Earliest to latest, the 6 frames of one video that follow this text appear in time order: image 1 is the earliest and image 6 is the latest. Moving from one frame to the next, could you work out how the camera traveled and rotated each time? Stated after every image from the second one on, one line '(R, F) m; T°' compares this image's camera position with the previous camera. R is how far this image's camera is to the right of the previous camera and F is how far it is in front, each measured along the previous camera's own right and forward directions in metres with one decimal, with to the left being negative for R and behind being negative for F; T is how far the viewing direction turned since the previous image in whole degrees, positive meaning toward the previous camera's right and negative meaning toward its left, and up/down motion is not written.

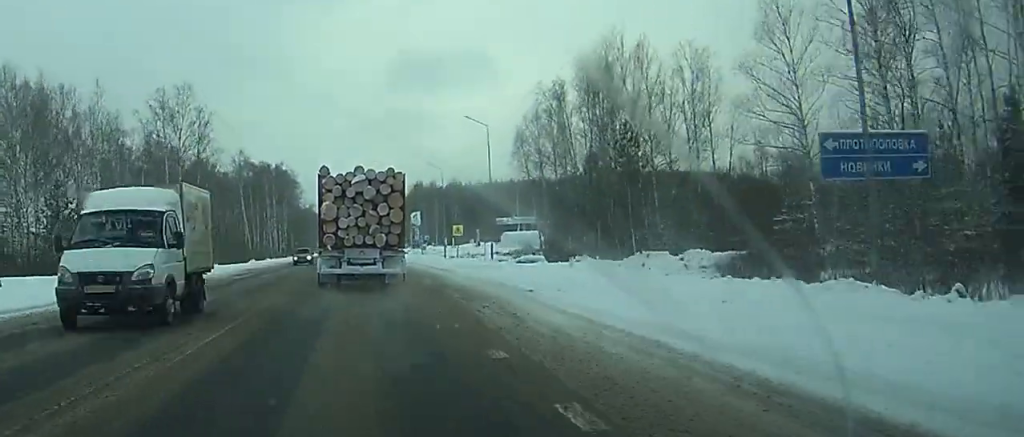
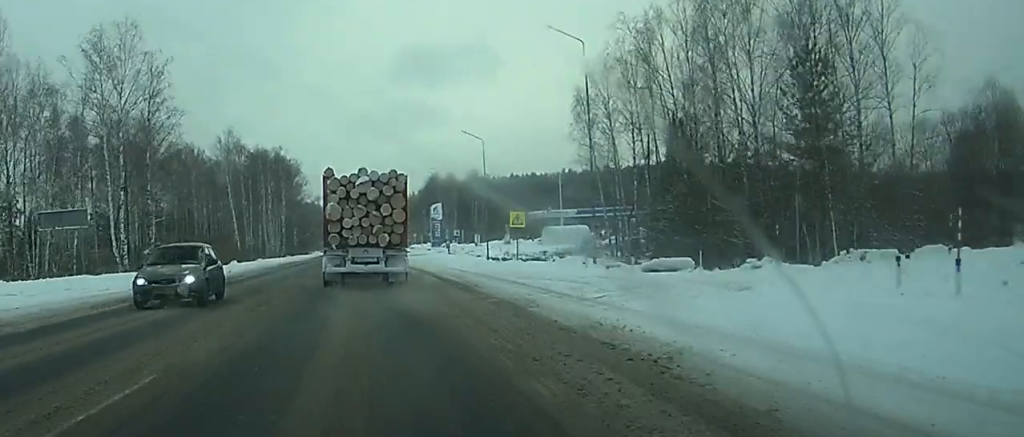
(+0.1, +27.0) m; 0°
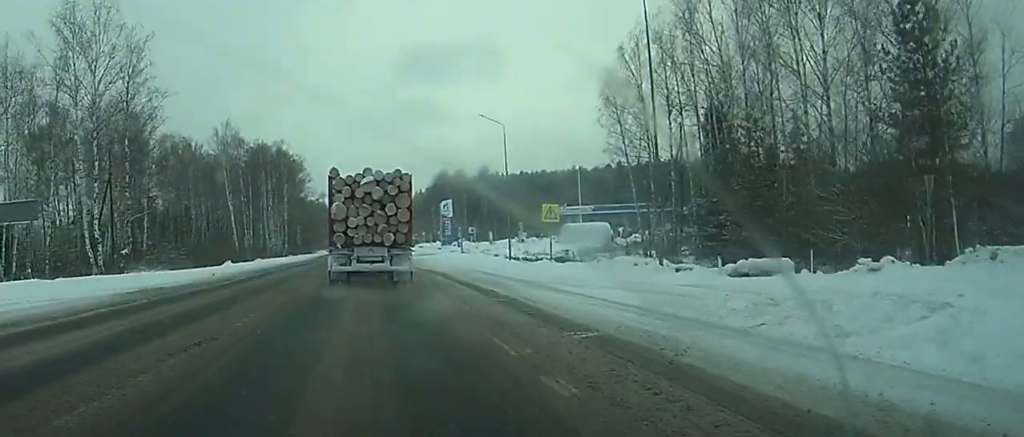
(0.0, +8.1) m; 0°
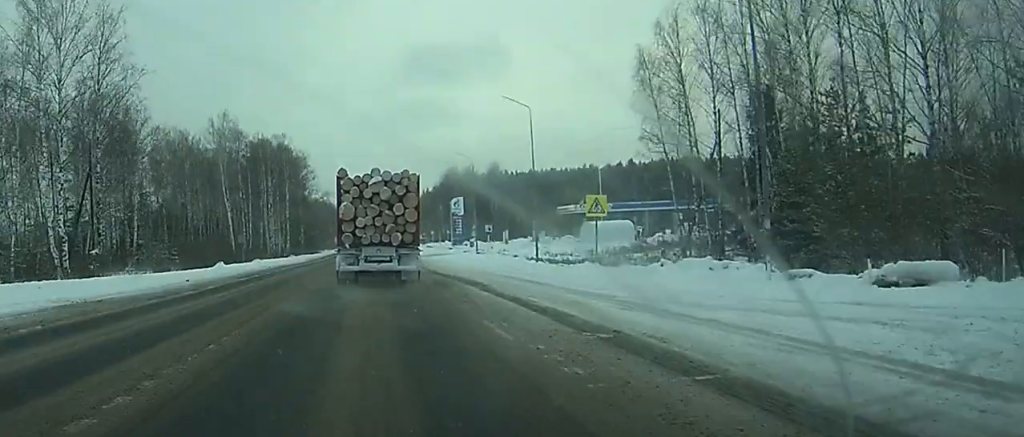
(0.0, +8.2) m; 0°
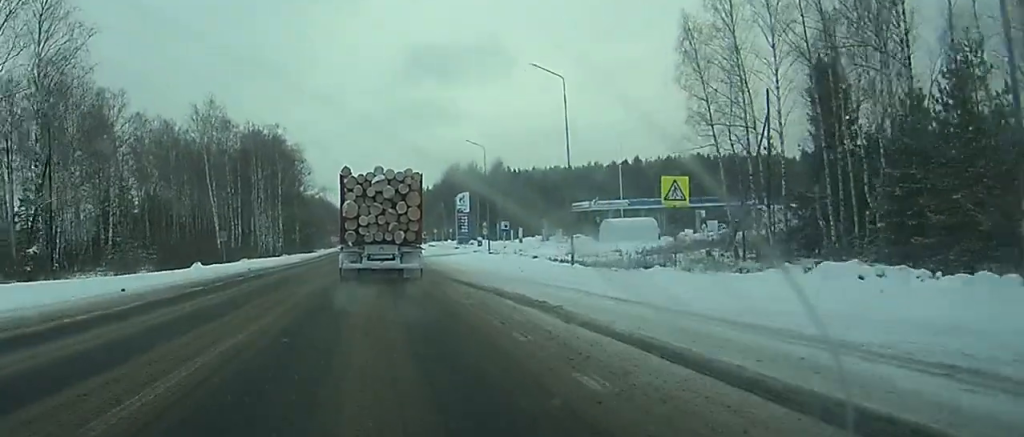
(0.0, +10.1) m; 0°
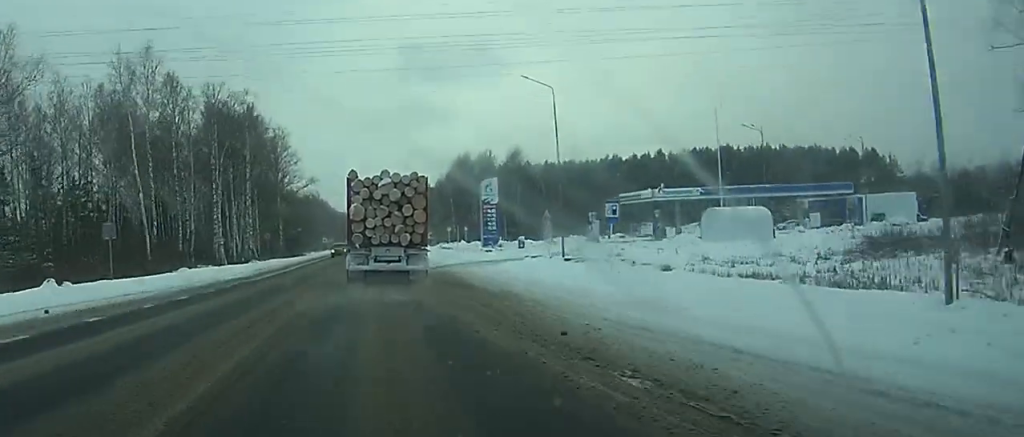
(-0.1, +31.7) m; 0°
